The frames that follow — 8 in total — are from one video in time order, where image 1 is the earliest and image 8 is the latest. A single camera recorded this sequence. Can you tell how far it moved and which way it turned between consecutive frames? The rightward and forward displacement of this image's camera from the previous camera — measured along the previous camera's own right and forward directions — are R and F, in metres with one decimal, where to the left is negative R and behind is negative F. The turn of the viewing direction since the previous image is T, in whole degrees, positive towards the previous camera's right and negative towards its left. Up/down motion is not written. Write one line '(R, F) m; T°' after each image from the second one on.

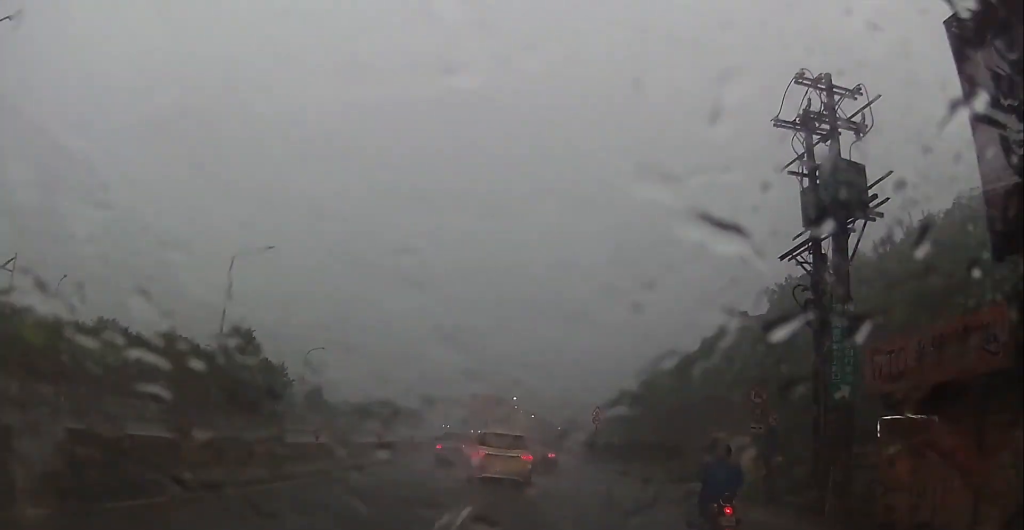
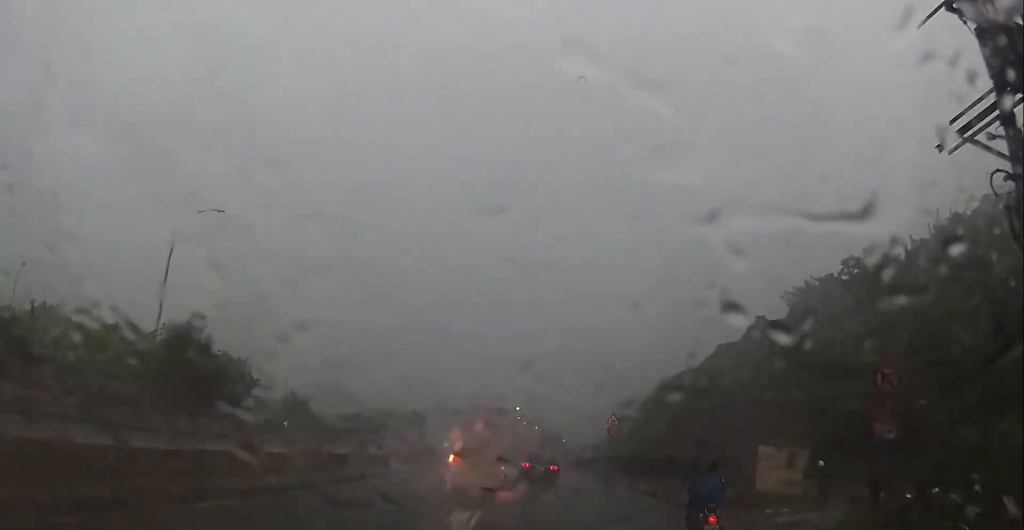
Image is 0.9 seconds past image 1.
(0.0, +8.3) m; 0°
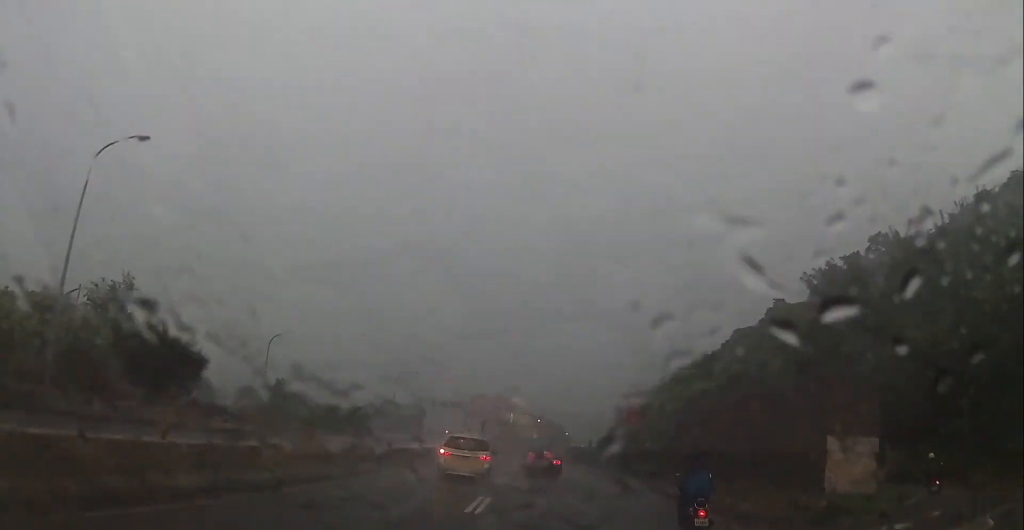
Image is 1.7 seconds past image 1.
(0.0, +7.6) m; 0°
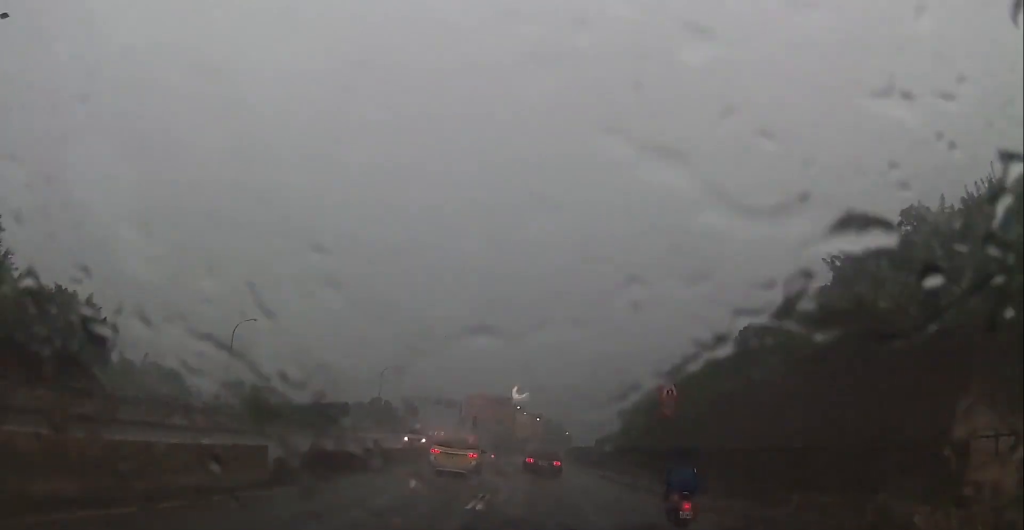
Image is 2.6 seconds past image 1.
(0.0, +8.8) m; -1°
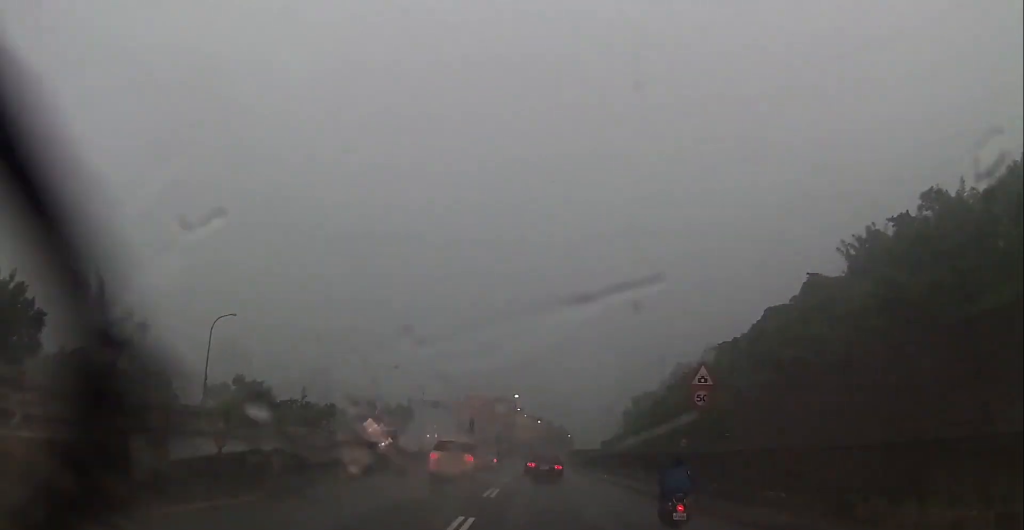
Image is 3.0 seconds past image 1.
(0.0, +4.5) m; -1°
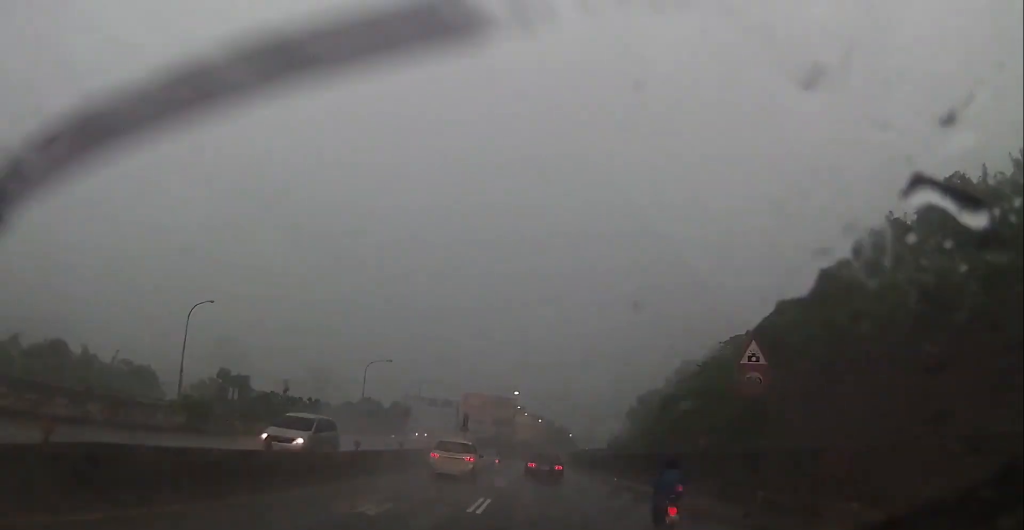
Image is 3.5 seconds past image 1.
(+0.1, +4.8) m; -2°
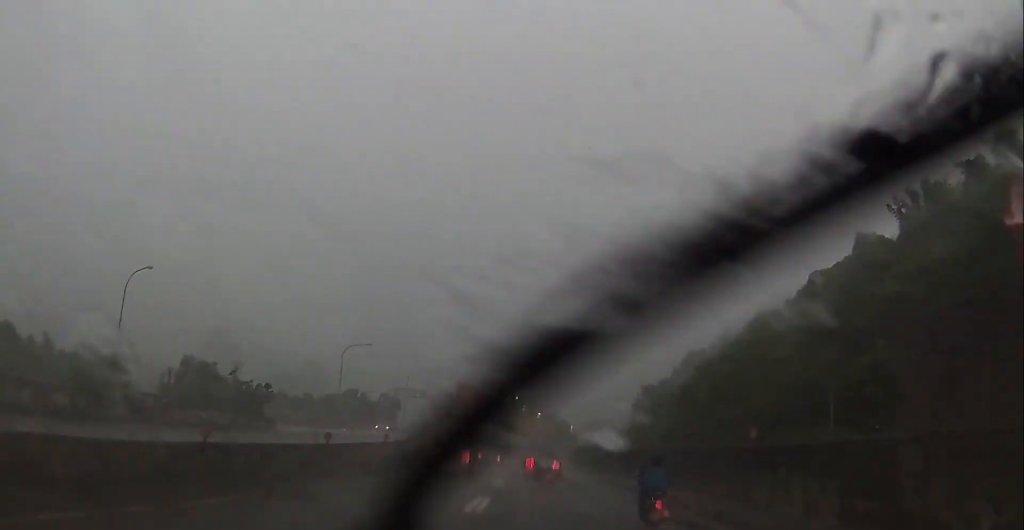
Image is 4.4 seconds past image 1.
(-0.5, +10.1) m; 0°
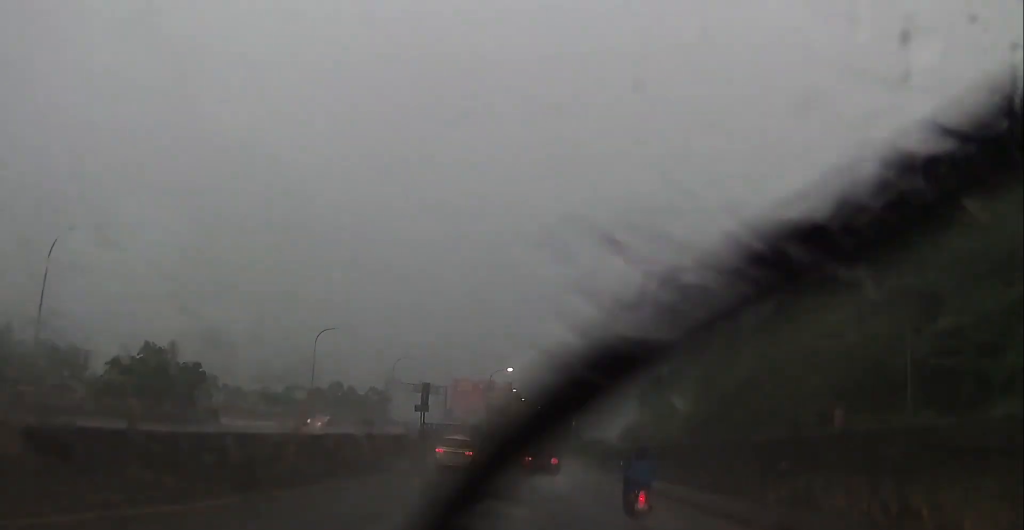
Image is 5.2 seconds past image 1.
(+0.3, +9.6) m; +2°
